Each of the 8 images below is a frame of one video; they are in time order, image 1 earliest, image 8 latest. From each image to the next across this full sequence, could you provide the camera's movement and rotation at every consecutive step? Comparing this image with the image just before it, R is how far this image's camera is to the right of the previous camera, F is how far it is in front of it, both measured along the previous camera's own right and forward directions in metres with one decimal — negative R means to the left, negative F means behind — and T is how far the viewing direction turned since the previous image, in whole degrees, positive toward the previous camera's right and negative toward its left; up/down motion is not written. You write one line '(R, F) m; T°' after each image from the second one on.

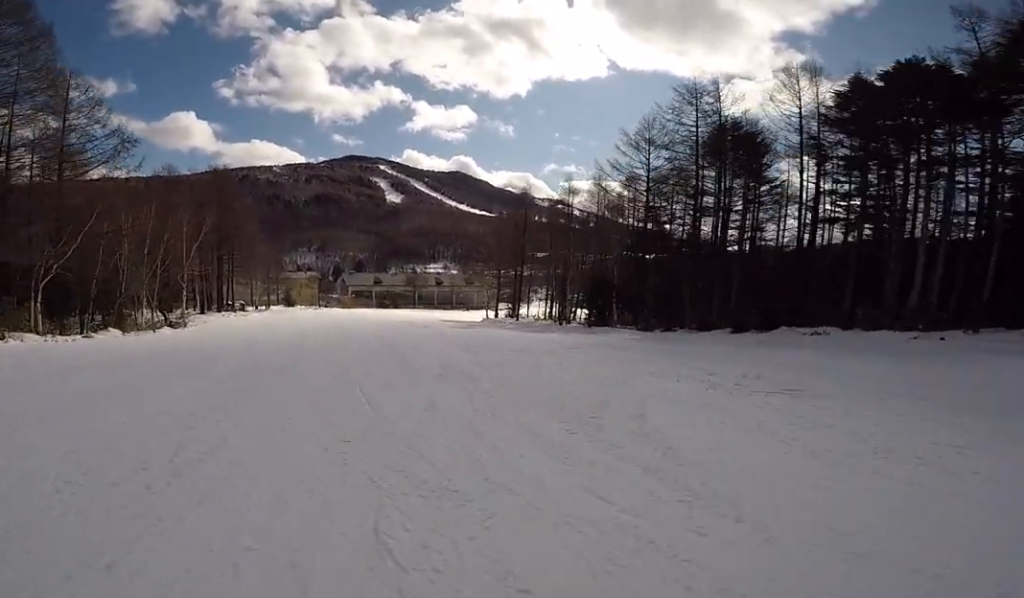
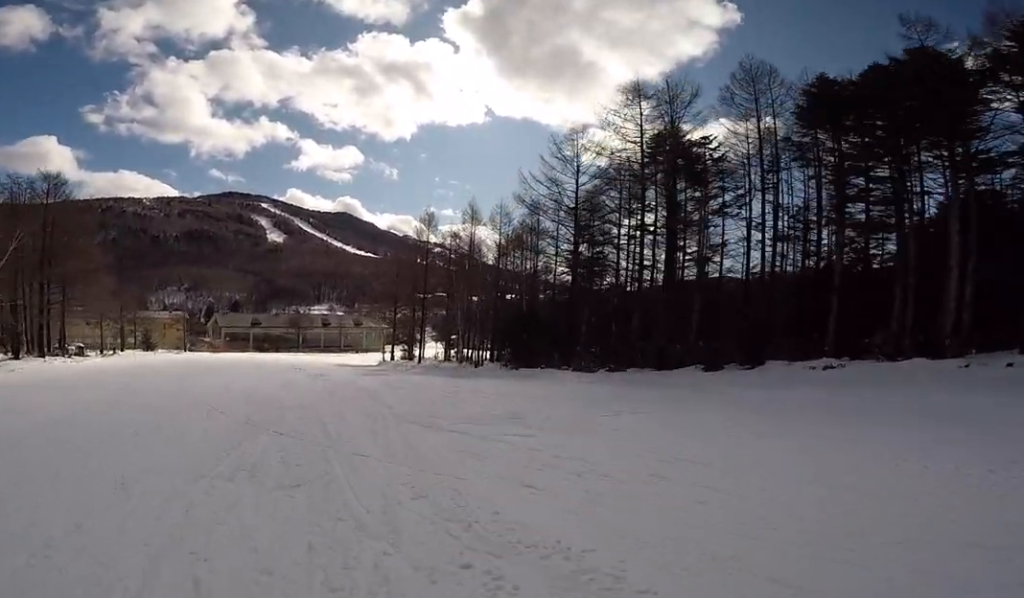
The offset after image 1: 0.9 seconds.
(+0.8, +8.2) m; +5°
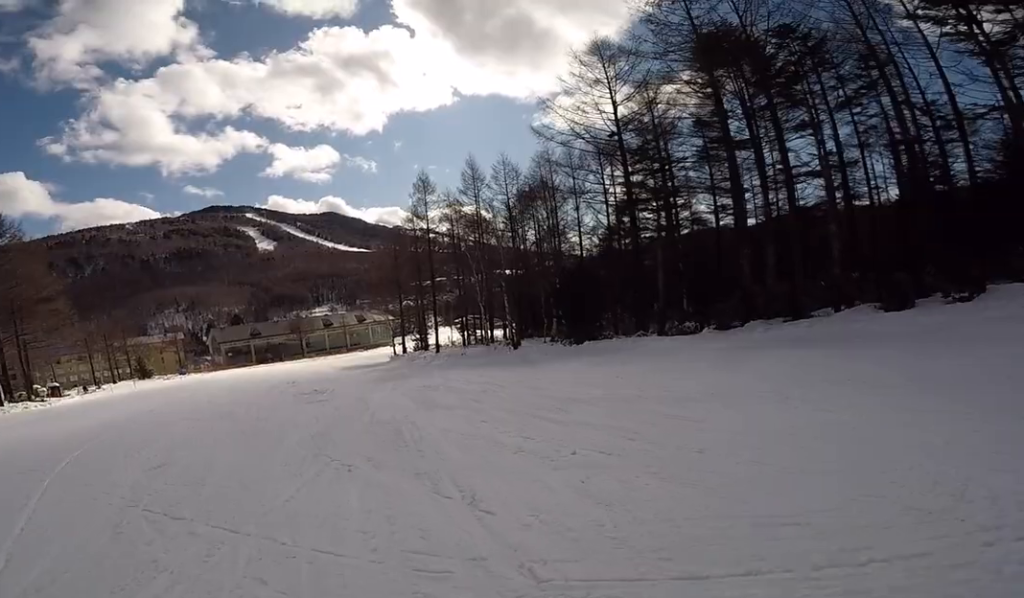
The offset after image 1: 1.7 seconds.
(0.0, +7.8) m; -2°
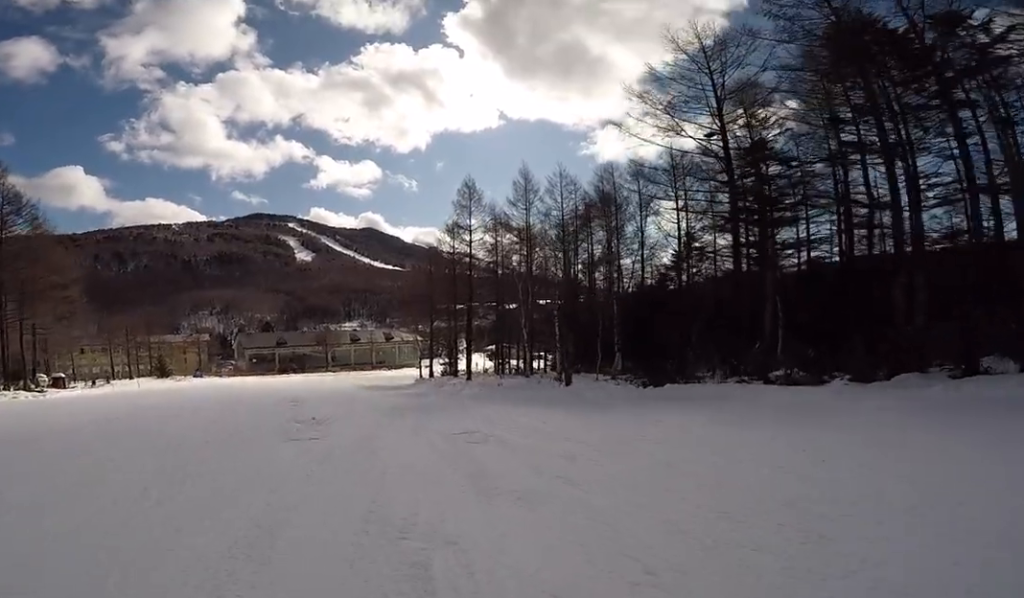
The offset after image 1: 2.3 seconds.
(-0.2, +4.4) m; 0°
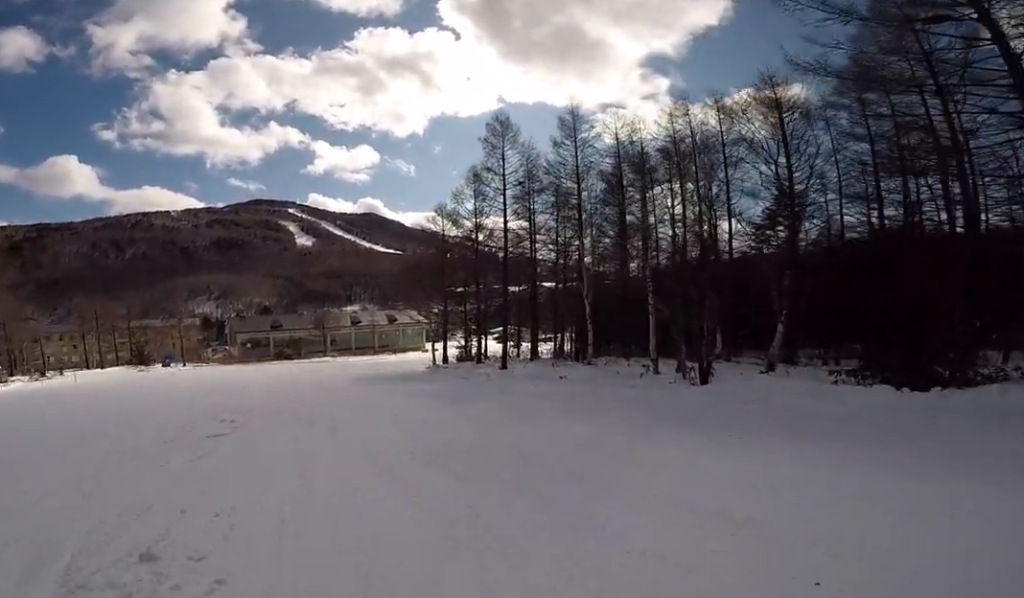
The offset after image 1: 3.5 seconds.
(0.0, +10.0) m; 0°
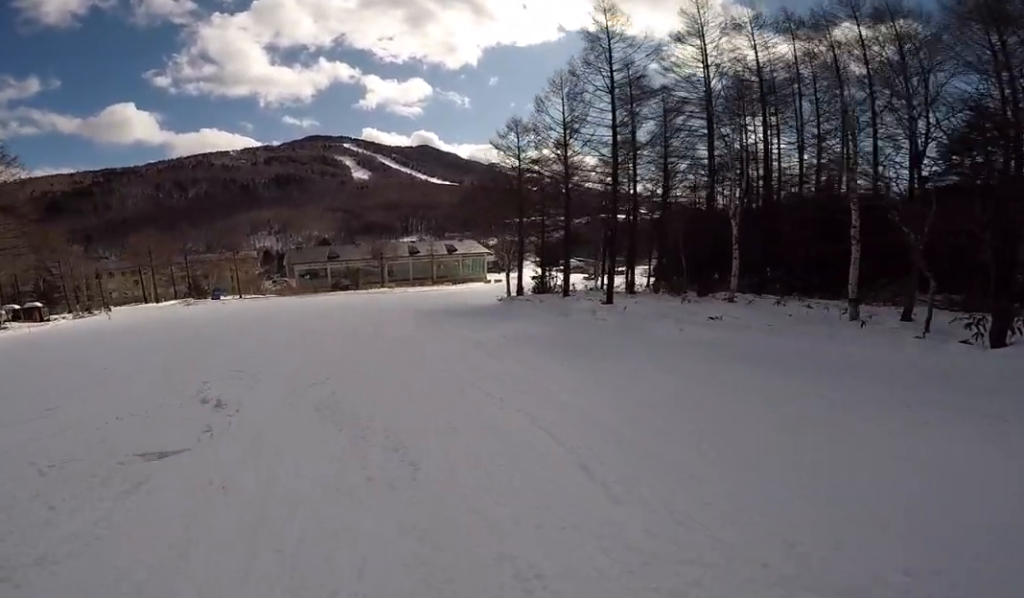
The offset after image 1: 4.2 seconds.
(0.0, +5.7) m; 0°
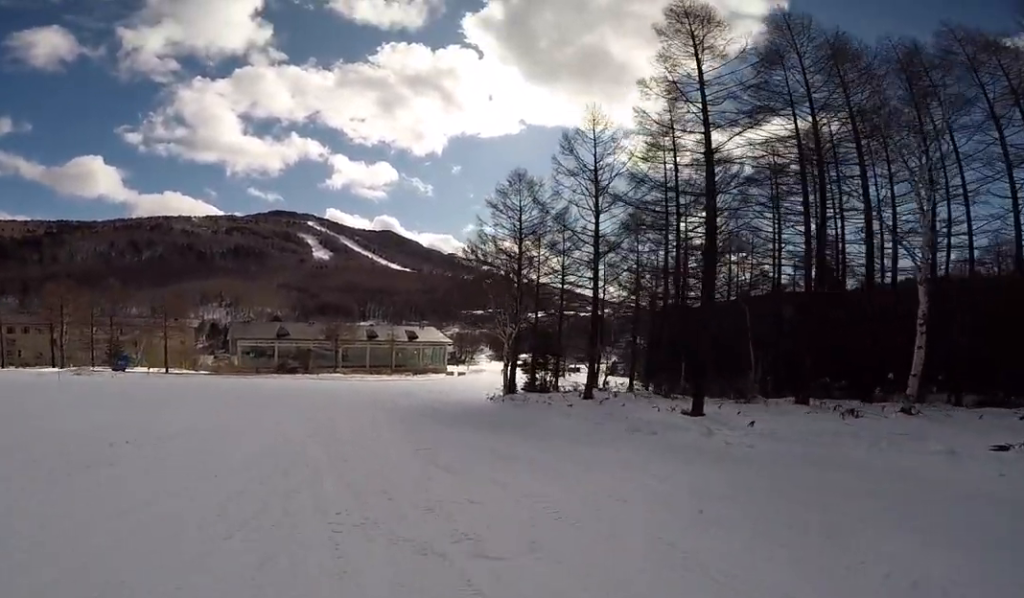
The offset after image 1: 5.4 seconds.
(0.0, +10.1) m; 0°
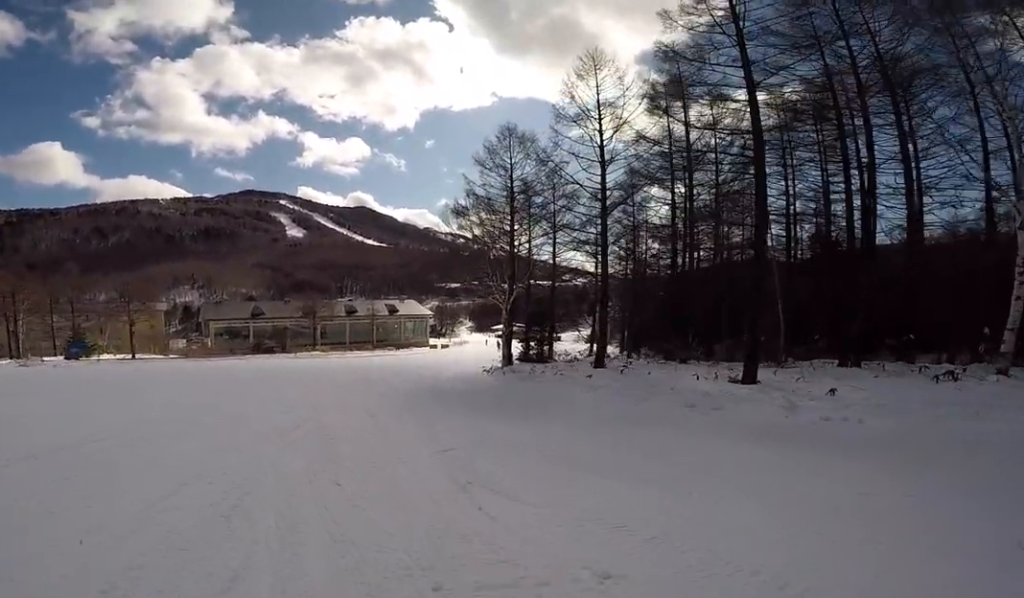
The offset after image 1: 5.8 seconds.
(+0.2, +3.2) m; 0°
